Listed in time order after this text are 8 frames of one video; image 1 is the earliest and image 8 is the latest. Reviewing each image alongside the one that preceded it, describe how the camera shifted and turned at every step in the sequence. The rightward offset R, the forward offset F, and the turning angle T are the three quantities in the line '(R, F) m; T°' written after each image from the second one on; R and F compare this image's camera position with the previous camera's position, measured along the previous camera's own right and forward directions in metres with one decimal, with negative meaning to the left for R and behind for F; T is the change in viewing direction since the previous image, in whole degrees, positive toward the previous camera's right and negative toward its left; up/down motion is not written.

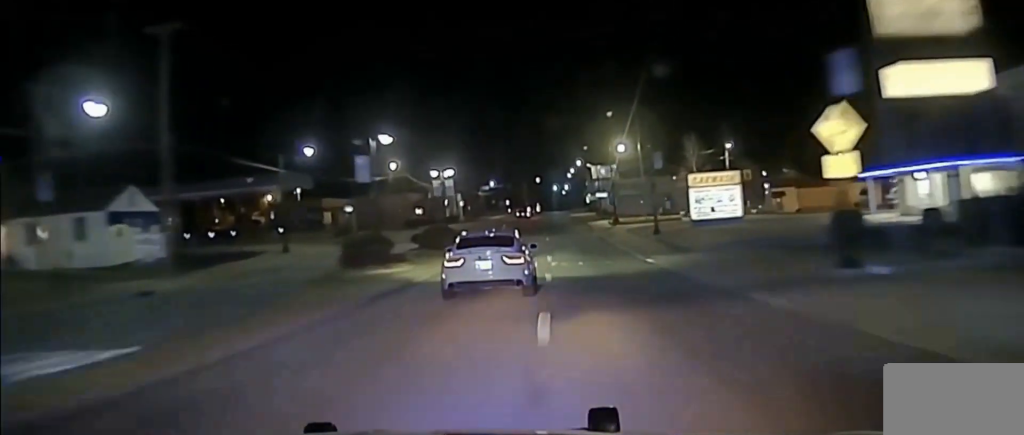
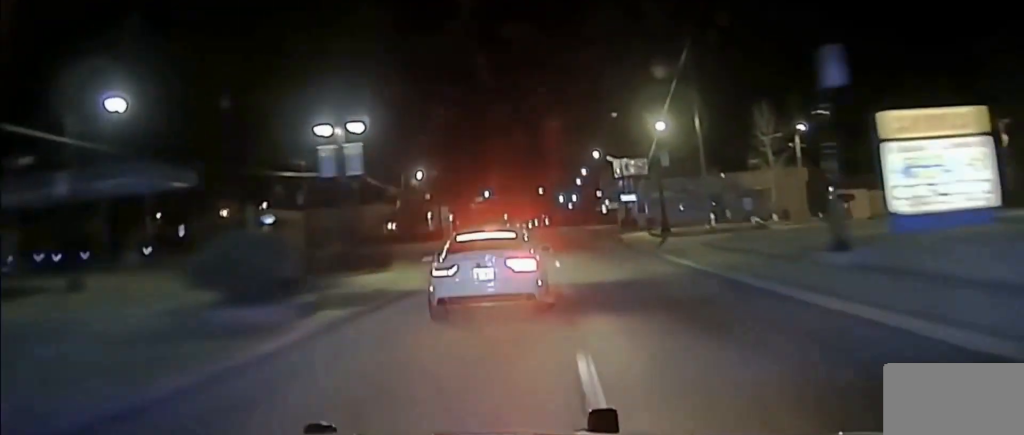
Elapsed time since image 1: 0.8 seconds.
(+0.1, +31.2) m; 0°
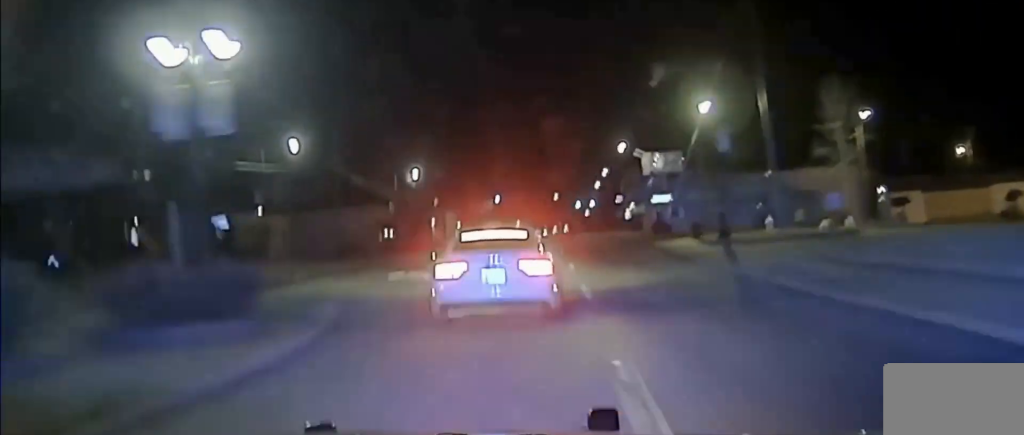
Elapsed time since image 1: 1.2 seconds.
(-0.1, +14.3) m; -1°
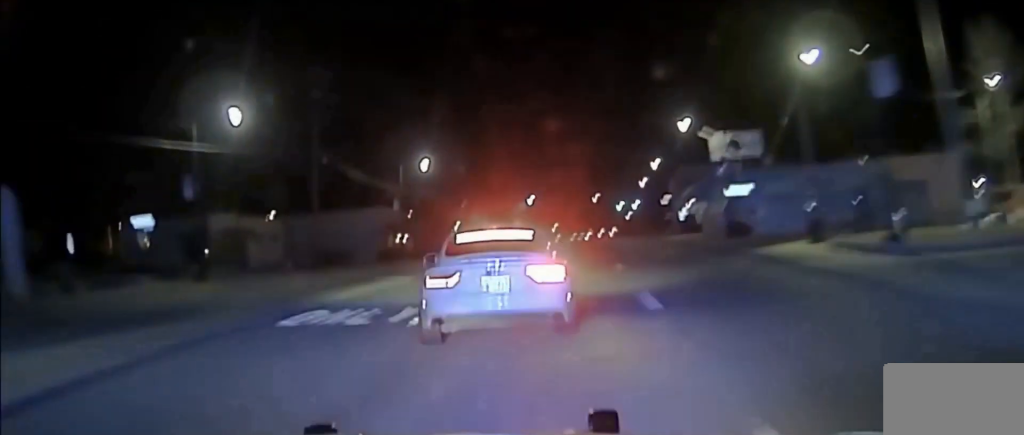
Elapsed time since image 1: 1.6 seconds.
(+0.1, +16.1) m; -1°
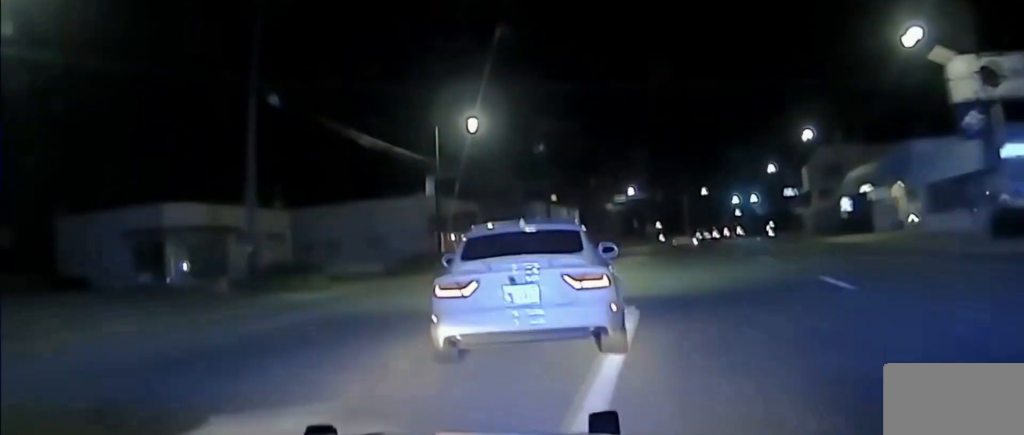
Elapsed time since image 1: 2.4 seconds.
(-0.4, +24.3) m; -1°
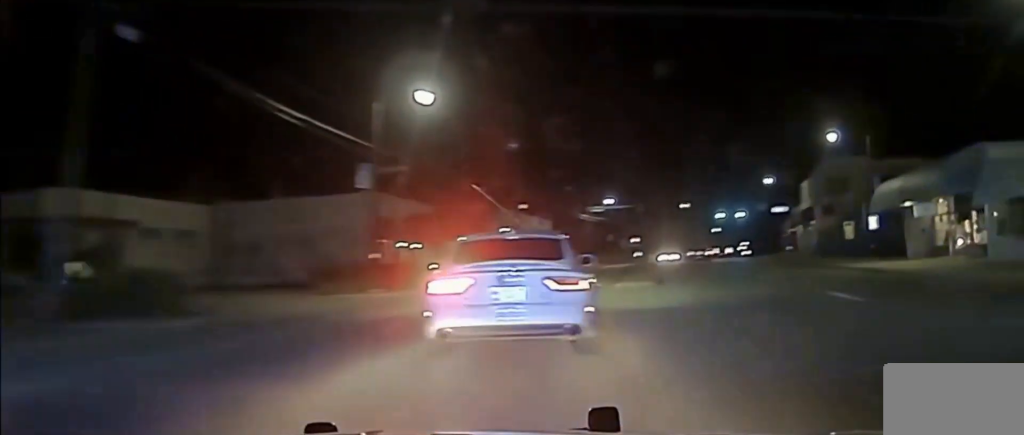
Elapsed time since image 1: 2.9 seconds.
(-0.1, +12.3) m; 0°
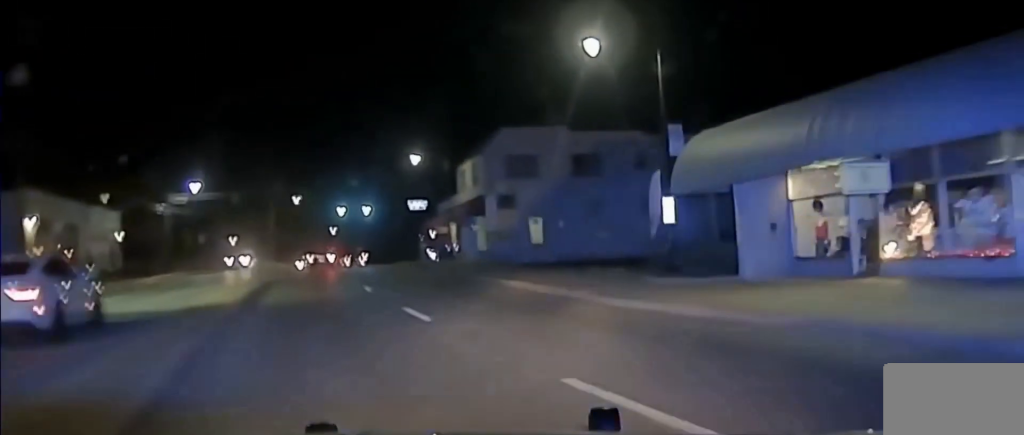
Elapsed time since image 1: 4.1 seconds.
(+0.5, +32.2) m; +3°
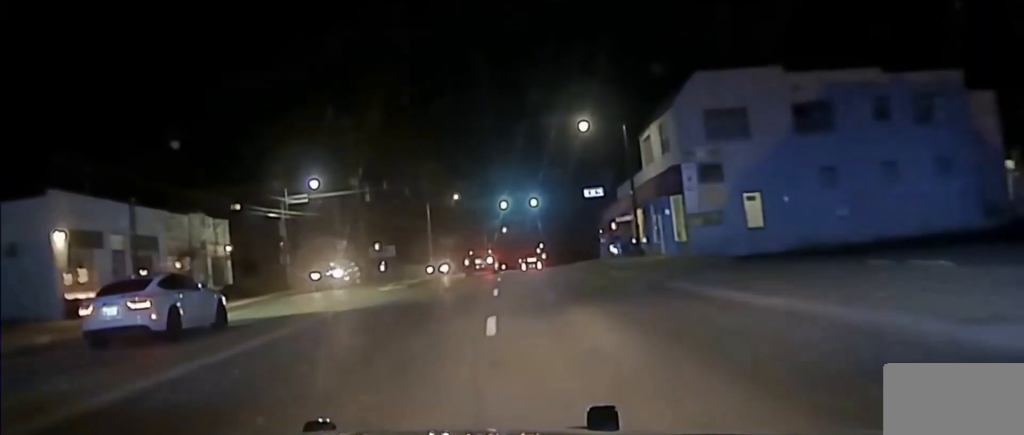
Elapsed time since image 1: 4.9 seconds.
(+0.4, +17.8) m; +1°
